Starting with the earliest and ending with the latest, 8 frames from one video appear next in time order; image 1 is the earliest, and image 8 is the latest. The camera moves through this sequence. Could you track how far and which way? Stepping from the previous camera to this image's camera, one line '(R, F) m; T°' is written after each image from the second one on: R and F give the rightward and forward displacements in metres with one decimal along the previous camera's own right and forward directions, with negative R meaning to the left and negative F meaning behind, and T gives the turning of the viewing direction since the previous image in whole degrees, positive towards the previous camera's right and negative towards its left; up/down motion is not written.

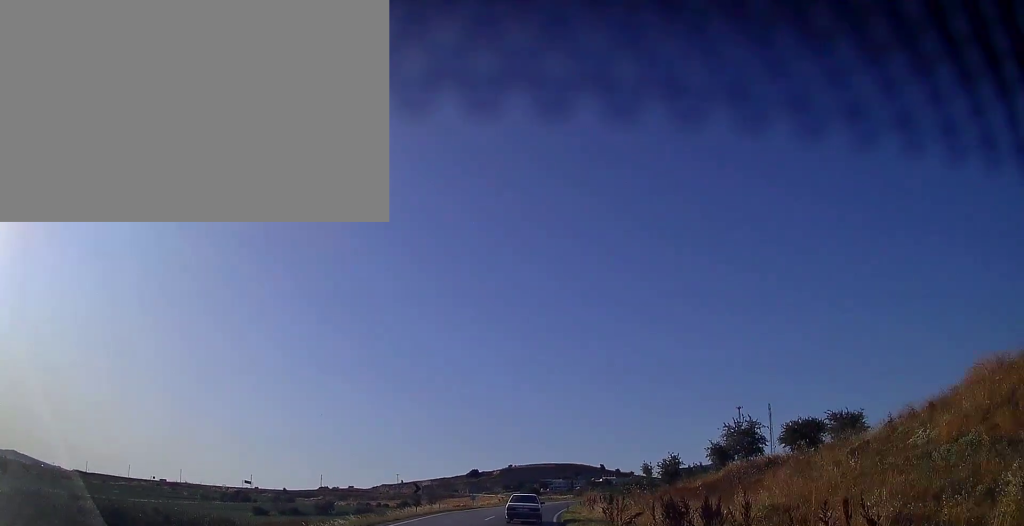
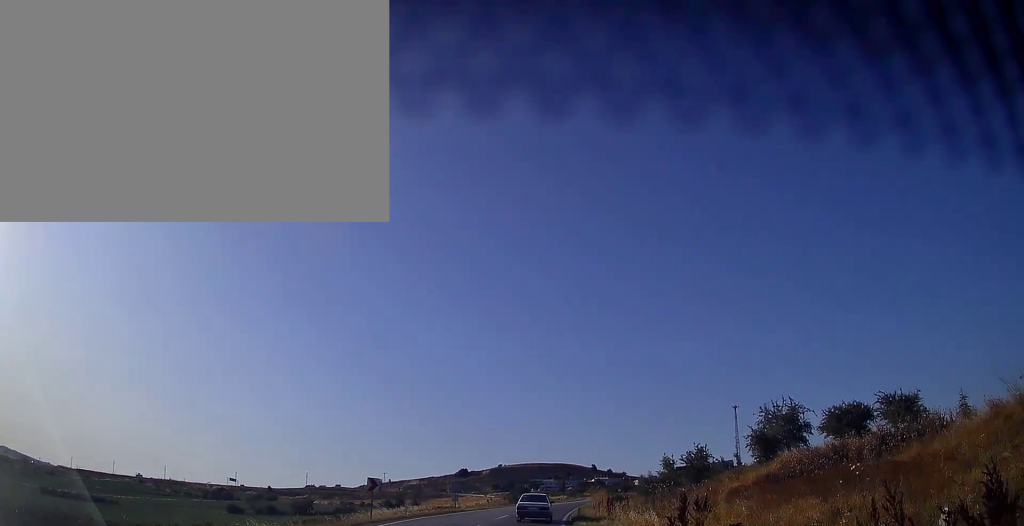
(0.0, +10.3) m; +1°
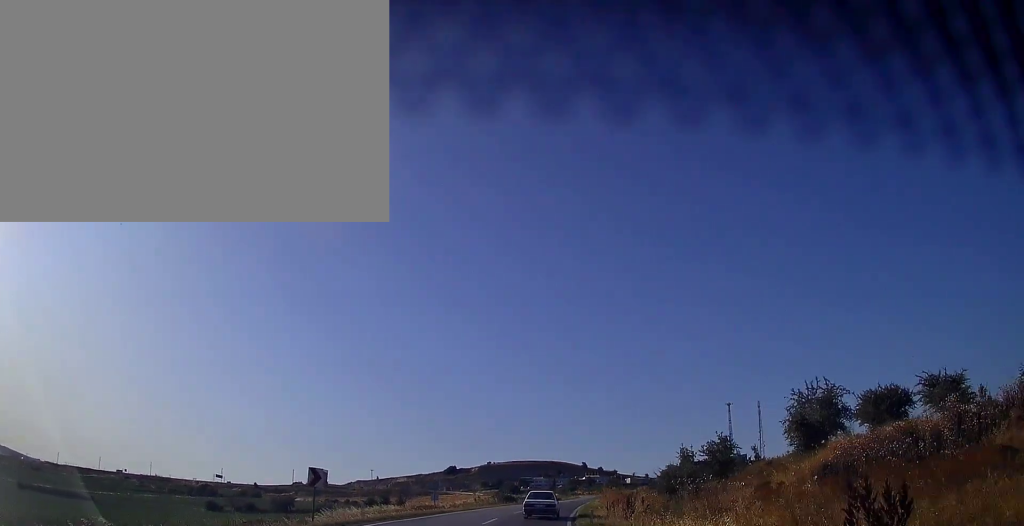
(0.0, +7.0) m; +1°
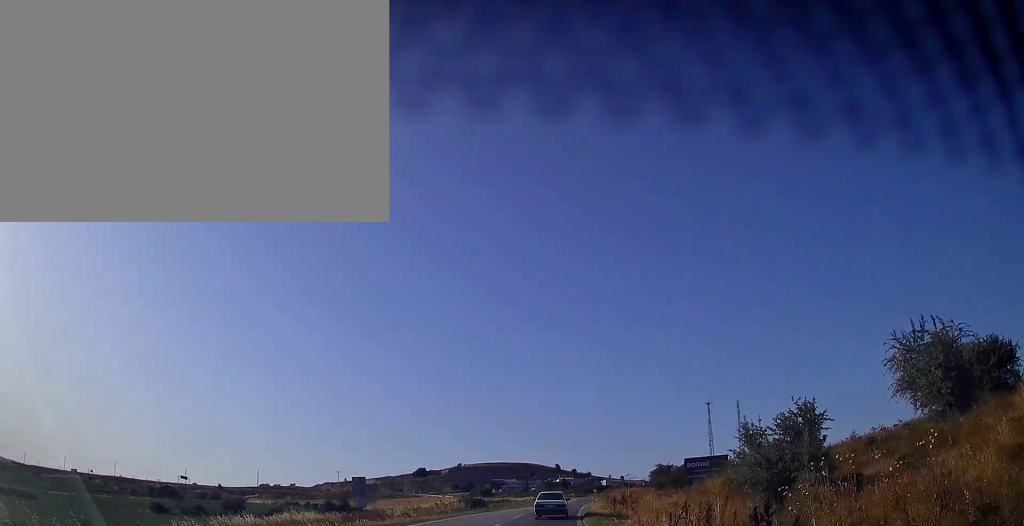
(+0.2, +14.0) m; +2°
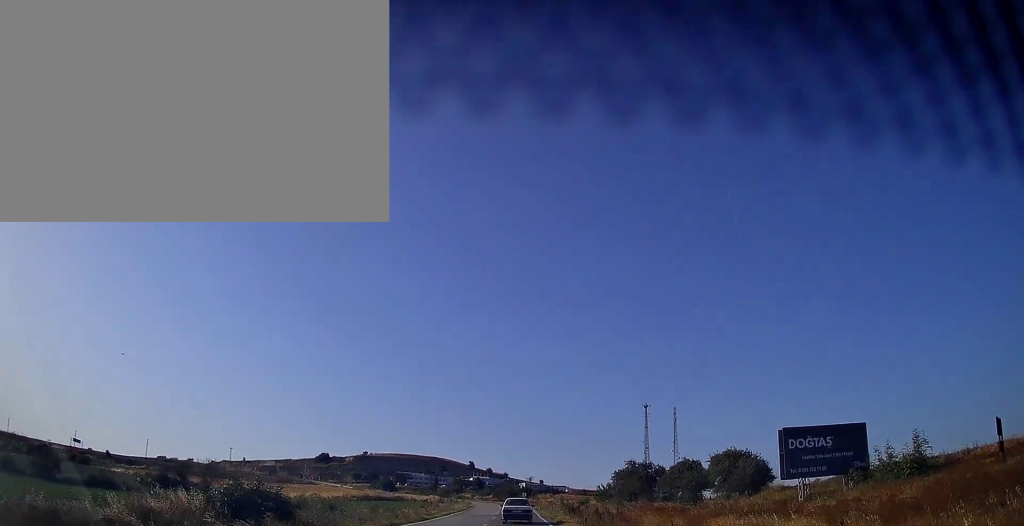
(+2.9, +39.6) m; +7°
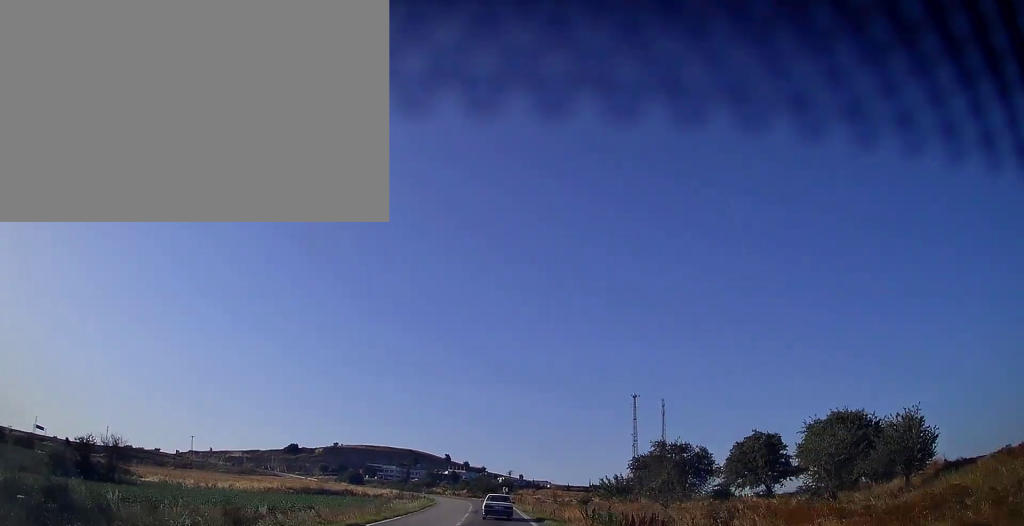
(+0.5, +22.8) m; +2°
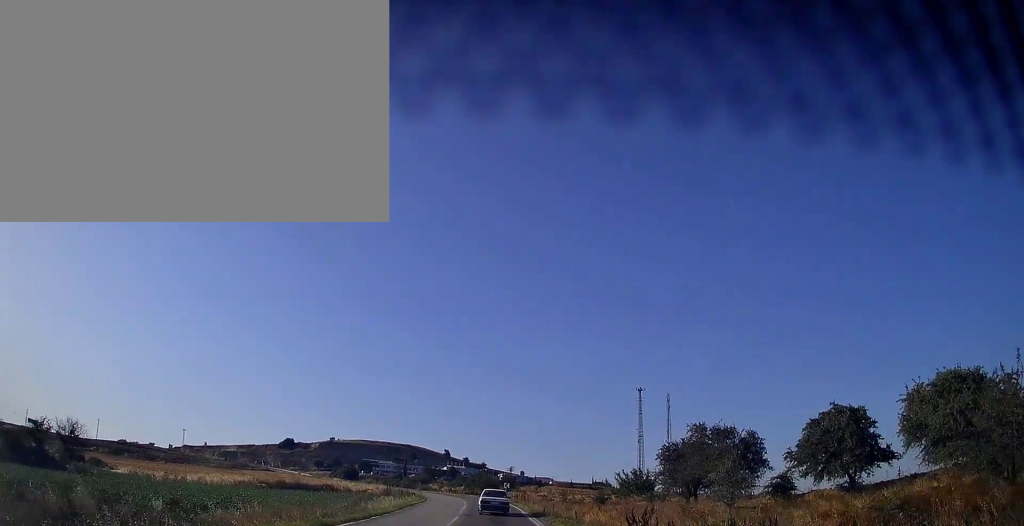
(+0.1, +10.3) m; 0°
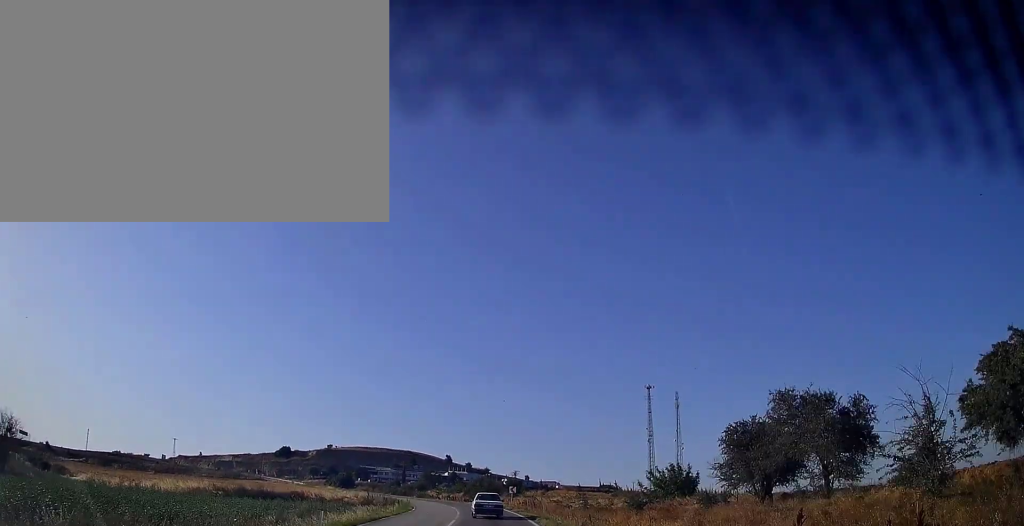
(0.0, +13.2) m; 0°
